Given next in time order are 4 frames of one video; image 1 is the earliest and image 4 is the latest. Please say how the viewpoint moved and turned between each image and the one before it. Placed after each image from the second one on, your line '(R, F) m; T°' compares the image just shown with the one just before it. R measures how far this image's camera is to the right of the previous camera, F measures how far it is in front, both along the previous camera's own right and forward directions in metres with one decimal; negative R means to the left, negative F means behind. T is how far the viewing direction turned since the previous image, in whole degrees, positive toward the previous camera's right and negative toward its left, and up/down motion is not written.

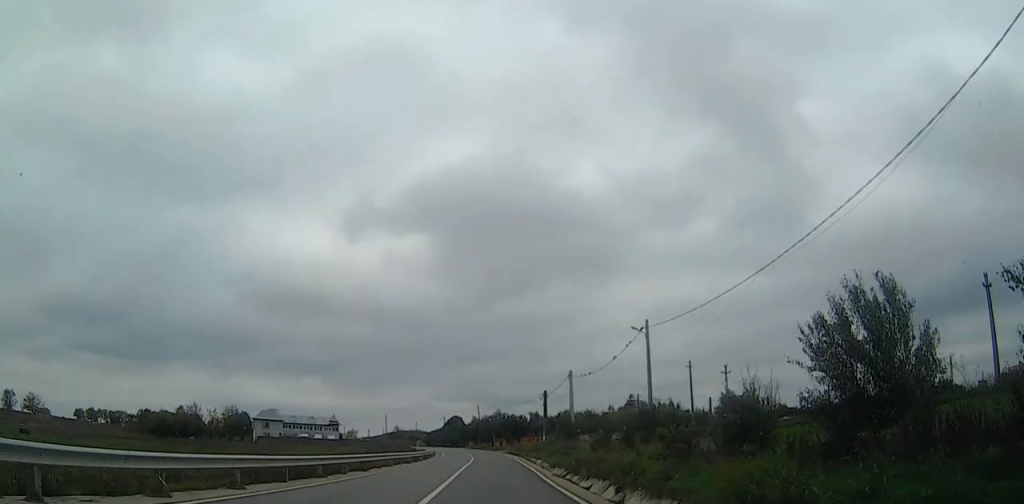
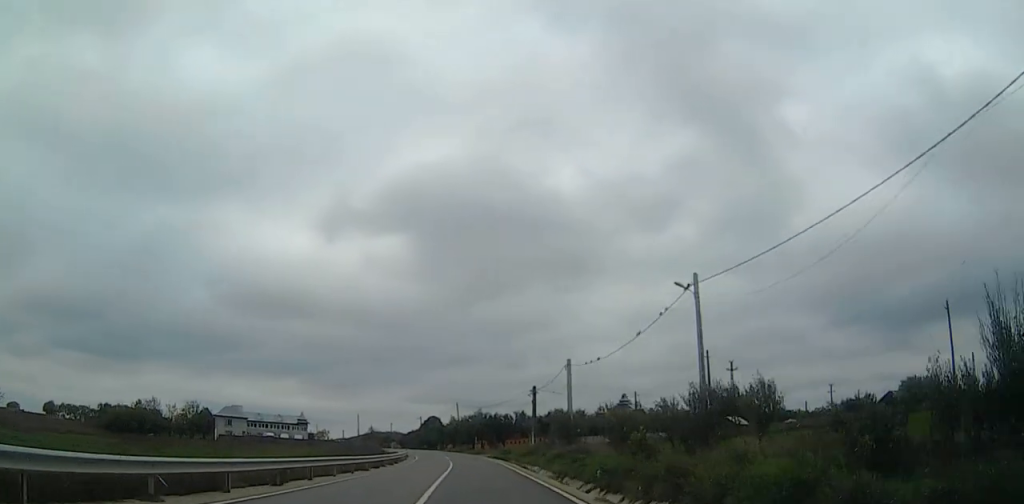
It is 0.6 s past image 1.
(0.0, +12.5) m; +1°
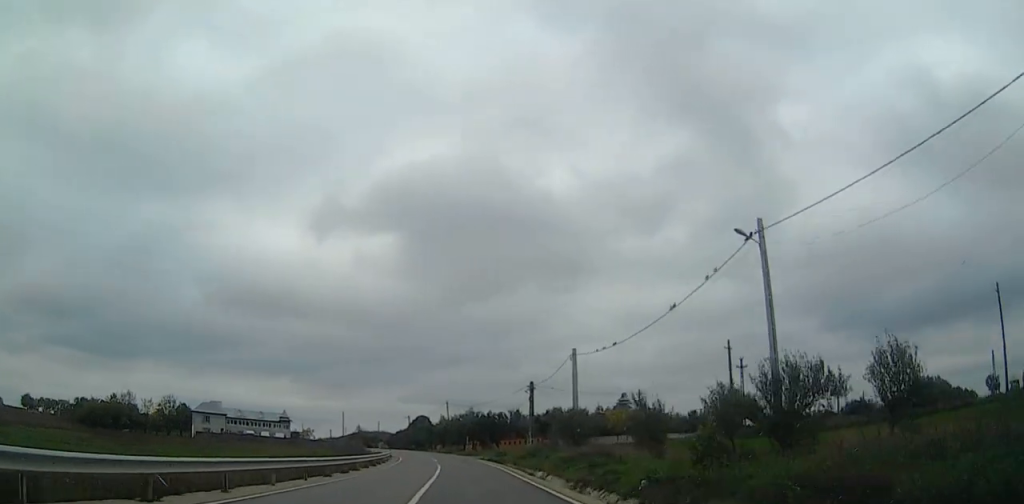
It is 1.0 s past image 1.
(-0.2, +8.8) m; +1°
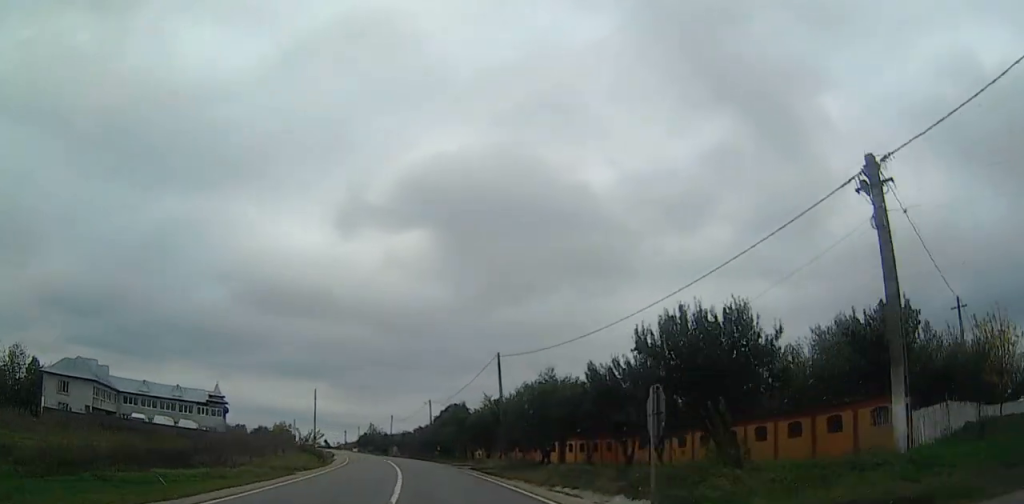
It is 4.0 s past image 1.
(-0.7, +64.7) m; -4°
